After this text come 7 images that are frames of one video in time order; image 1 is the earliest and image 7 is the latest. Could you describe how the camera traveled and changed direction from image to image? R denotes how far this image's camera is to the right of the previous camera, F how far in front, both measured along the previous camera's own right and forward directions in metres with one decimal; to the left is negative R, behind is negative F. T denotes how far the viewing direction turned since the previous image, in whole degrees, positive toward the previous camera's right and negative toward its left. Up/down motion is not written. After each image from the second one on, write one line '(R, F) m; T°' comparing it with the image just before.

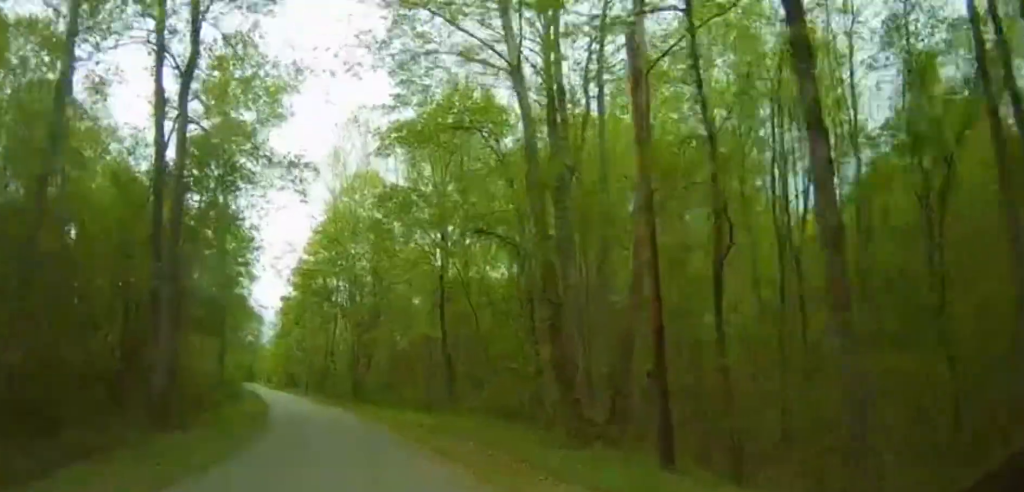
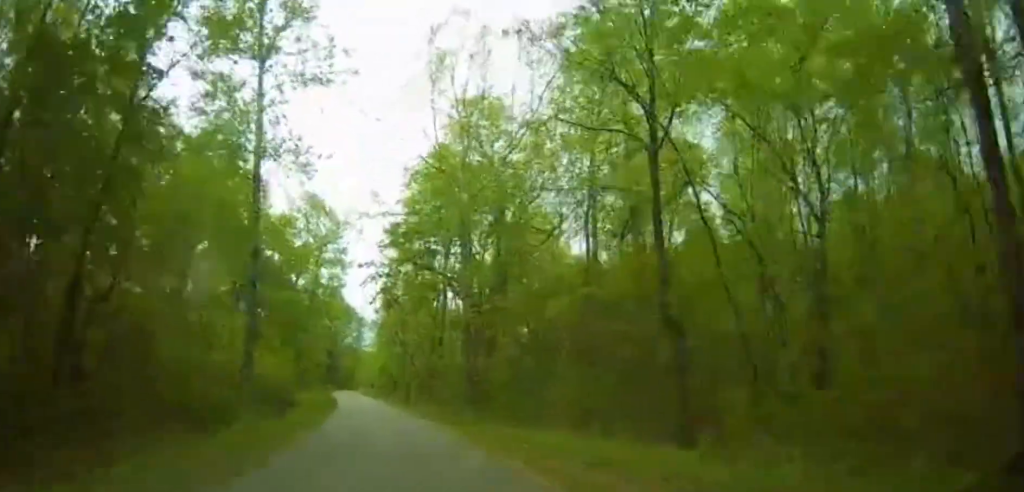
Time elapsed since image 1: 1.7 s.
(-2.0, +17.6) m; -10°
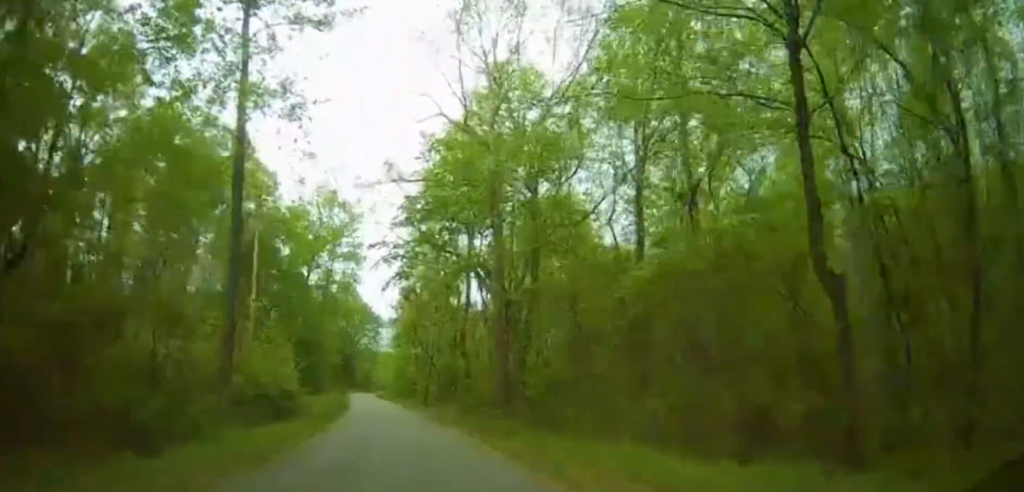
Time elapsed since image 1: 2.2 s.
(-0.1, +5.8) m; -1°
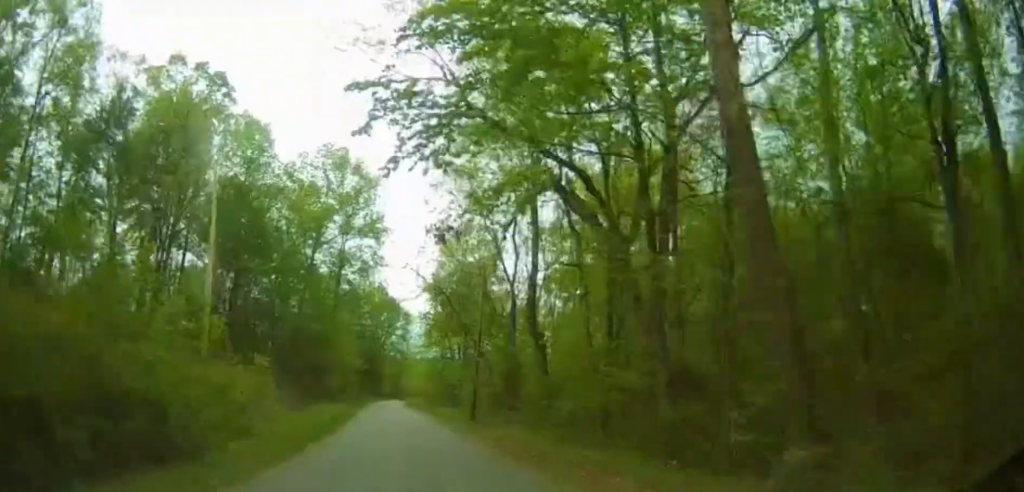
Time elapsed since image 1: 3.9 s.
(-0.9, +18.4) m; -6°
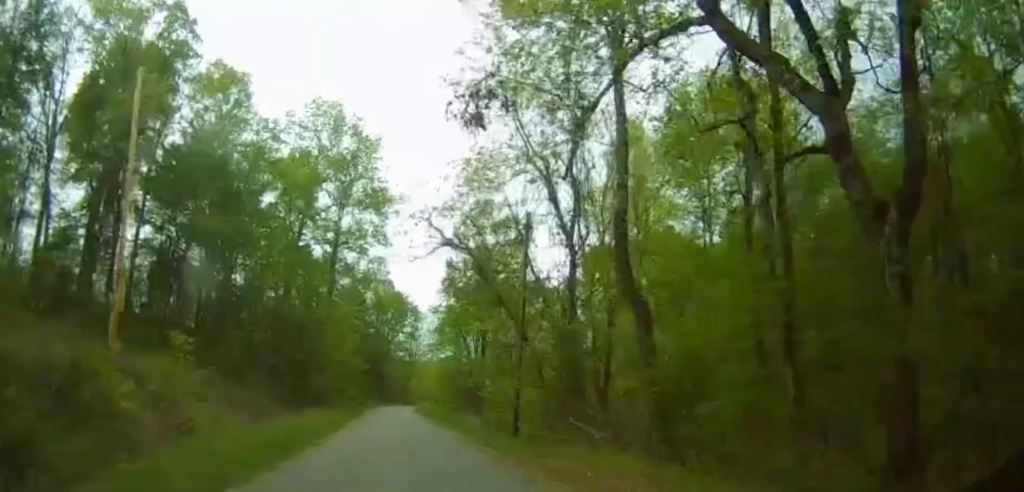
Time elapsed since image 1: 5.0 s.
(-0.3, +12.7) m; -1°
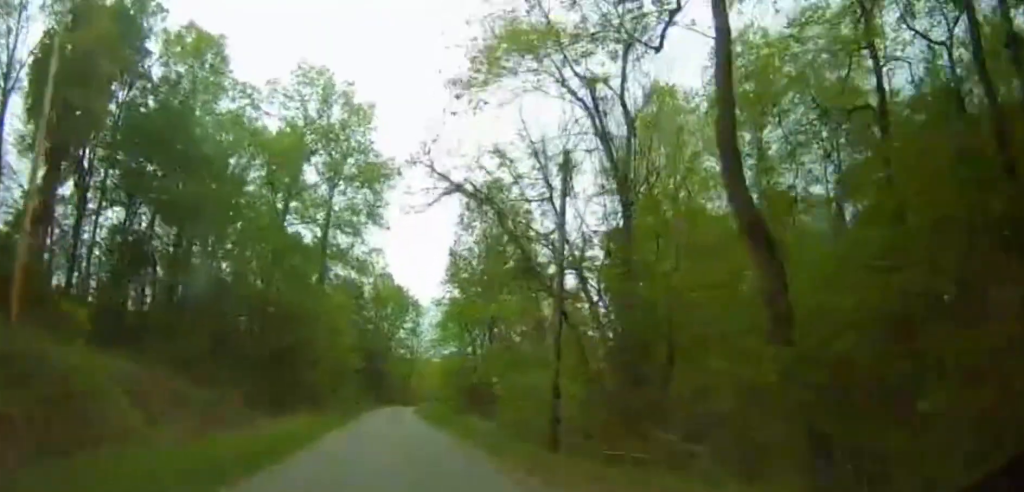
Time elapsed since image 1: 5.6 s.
(0.0, +7.1) m; -1°
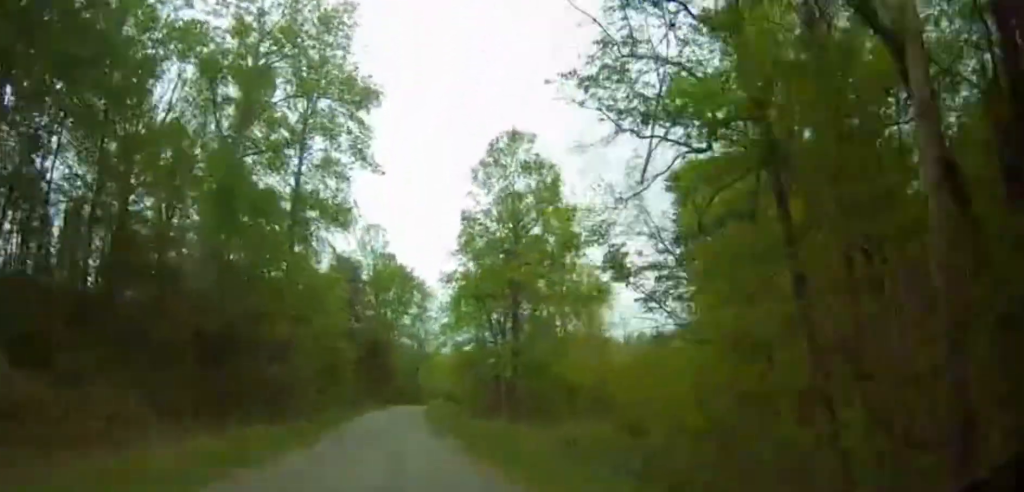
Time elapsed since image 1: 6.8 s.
(-0.2, +14.7) m; -1°
